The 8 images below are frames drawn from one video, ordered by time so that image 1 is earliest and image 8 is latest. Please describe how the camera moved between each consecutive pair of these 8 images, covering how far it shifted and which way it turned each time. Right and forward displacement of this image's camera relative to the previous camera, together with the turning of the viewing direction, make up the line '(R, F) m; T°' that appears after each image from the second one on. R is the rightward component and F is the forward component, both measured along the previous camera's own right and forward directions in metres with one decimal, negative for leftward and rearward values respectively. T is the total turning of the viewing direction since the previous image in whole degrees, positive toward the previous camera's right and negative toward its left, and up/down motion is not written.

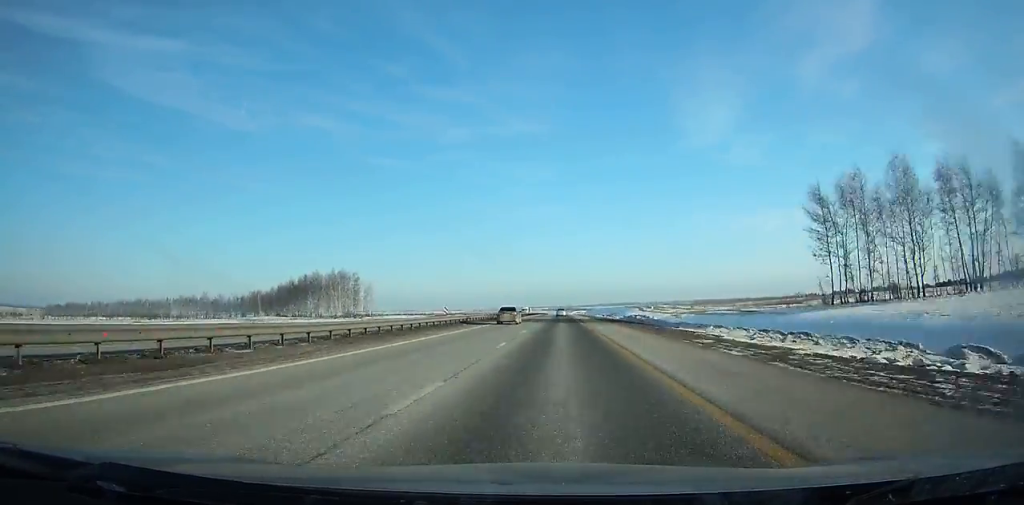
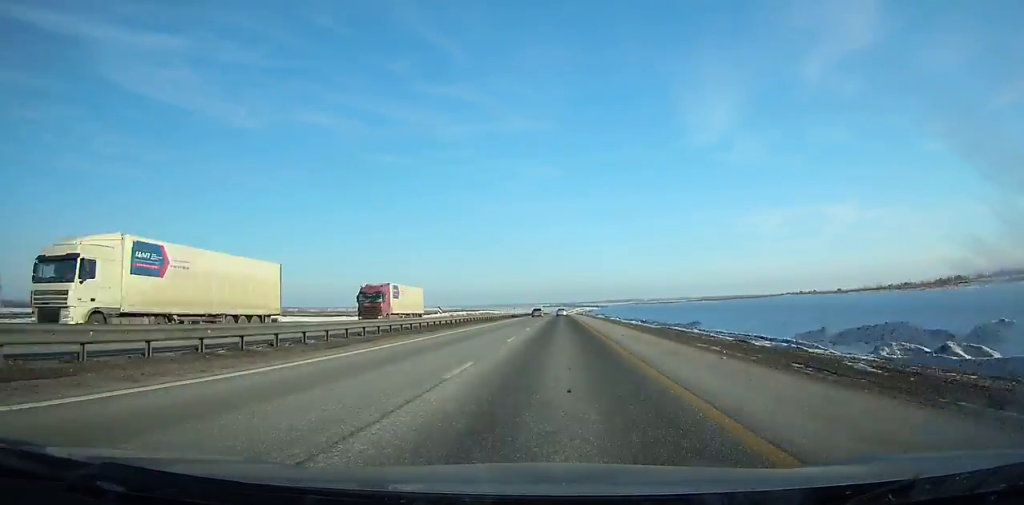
(-0.3, +147.2) m; 0°
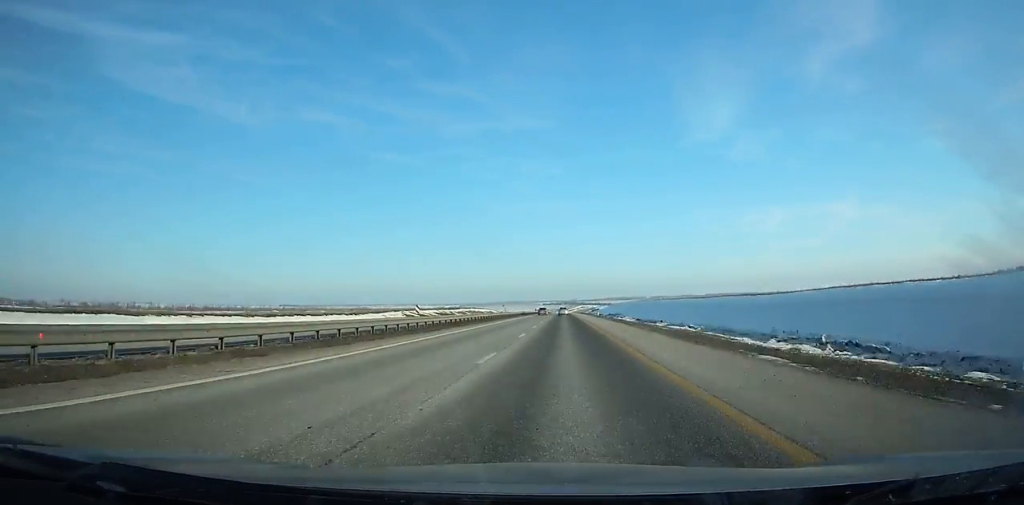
(-0.1, +56.0) m; 0°
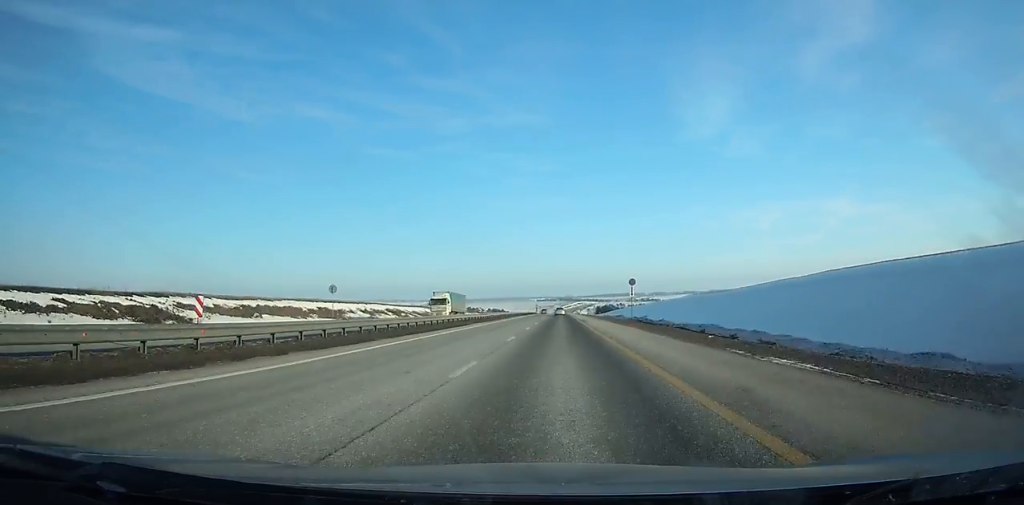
(+0.5, +168.2) m; 0°
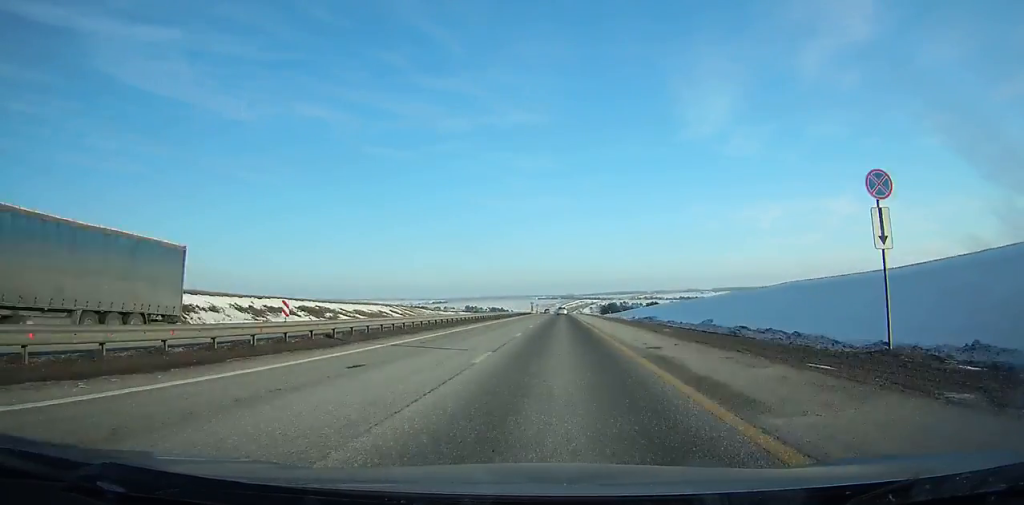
(0.0, +44.7) m; 0°
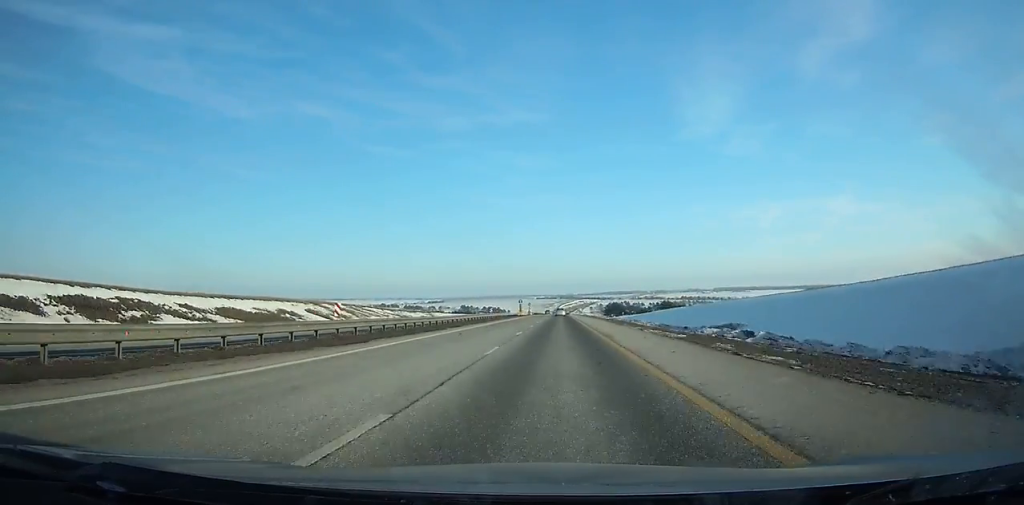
(0.0, +44.7) m; 0°
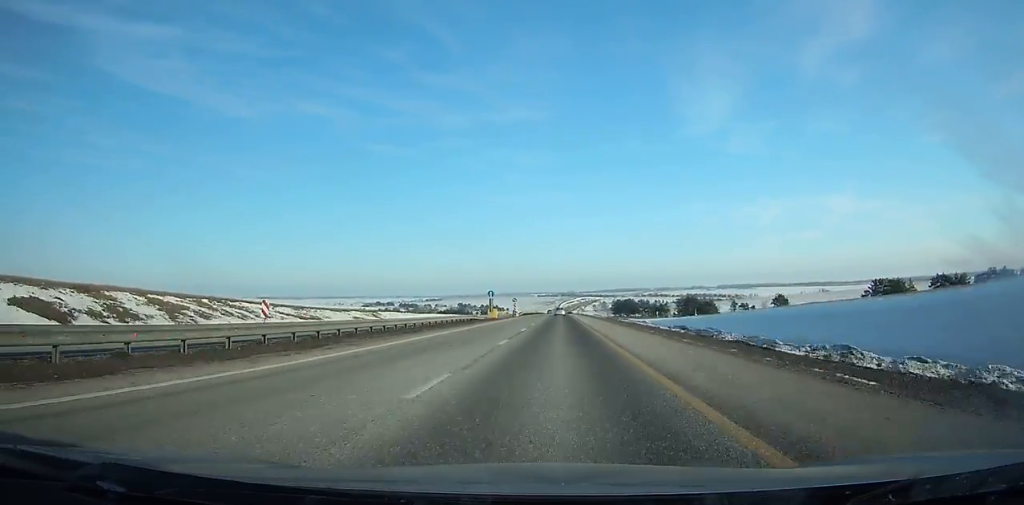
(0.0, +54.3) m; 0°
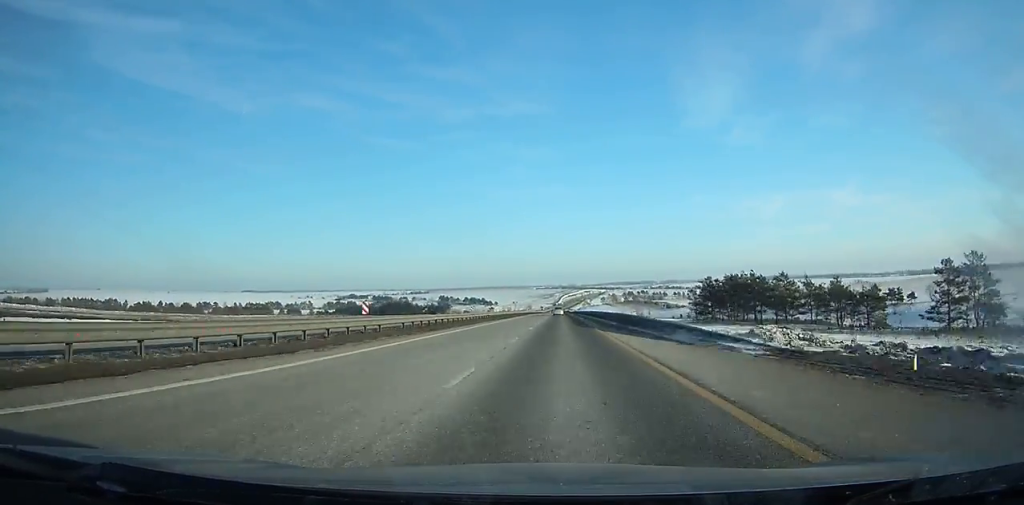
(-0.5, +197.4) m; 0°
